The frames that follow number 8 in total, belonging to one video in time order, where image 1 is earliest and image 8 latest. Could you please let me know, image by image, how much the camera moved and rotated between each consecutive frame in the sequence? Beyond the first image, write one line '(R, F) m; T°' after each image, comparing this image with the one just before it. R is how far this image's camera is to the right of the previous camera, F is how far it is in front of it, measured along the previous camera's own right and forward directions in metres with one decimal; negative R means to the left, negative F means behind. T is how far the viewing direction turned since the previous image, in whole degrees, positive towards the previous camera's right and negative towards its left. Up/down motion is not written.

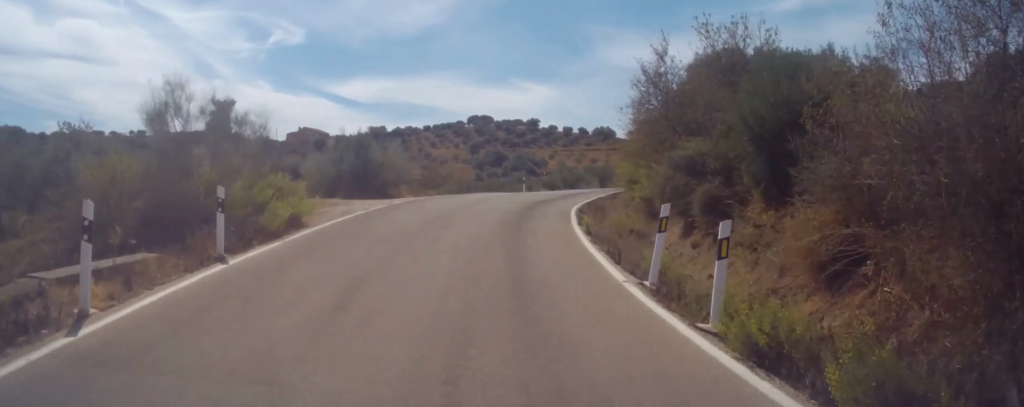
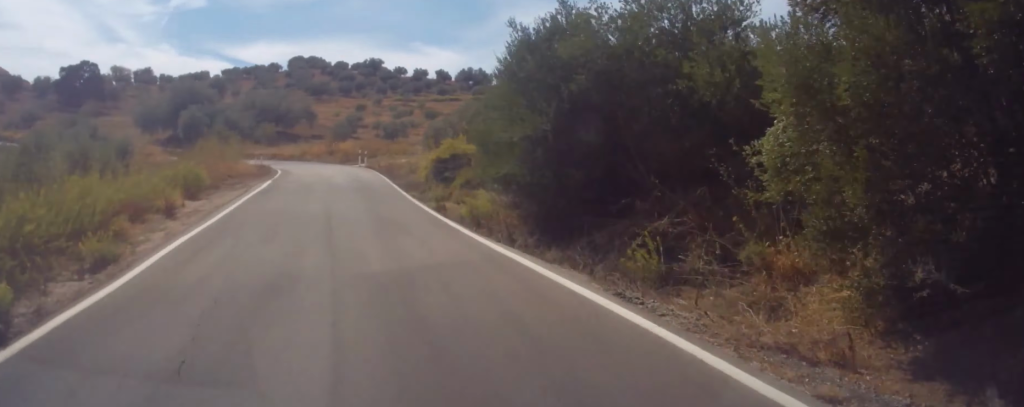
(+0.7, +85.5) m; -21°
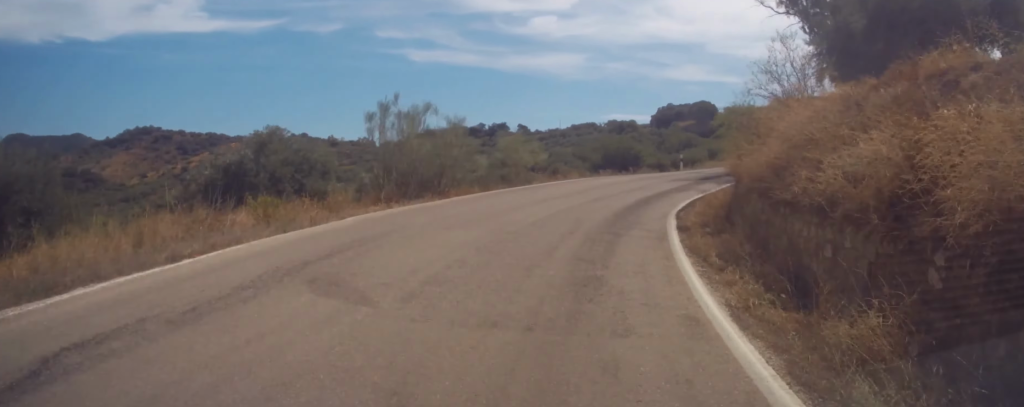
(-70.1, +117.0) m; -35°
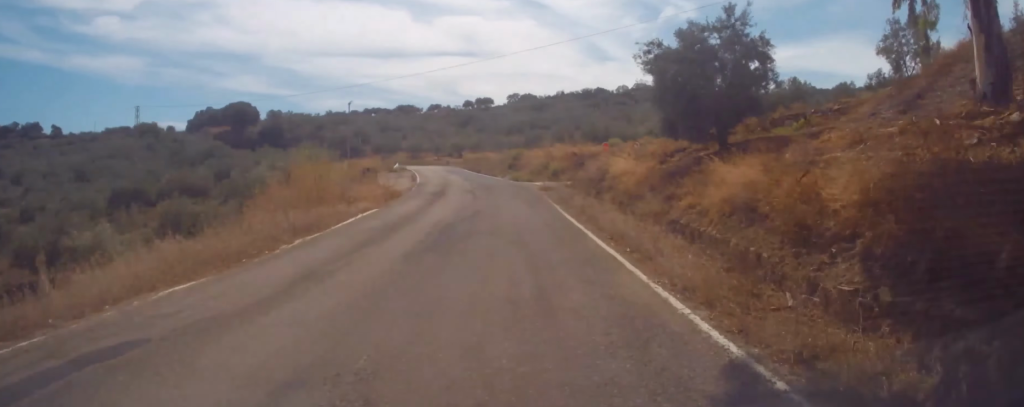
(+8.4, +41.1) m; -3°
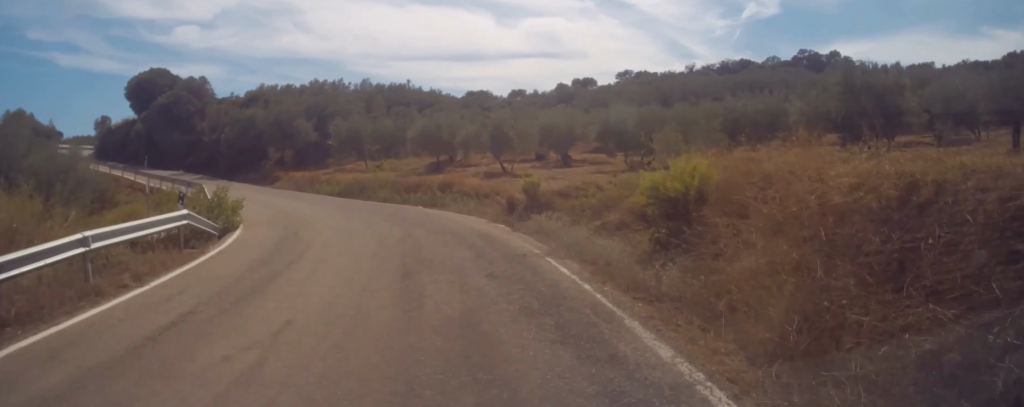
(+5.3, +59.7) m; -6°
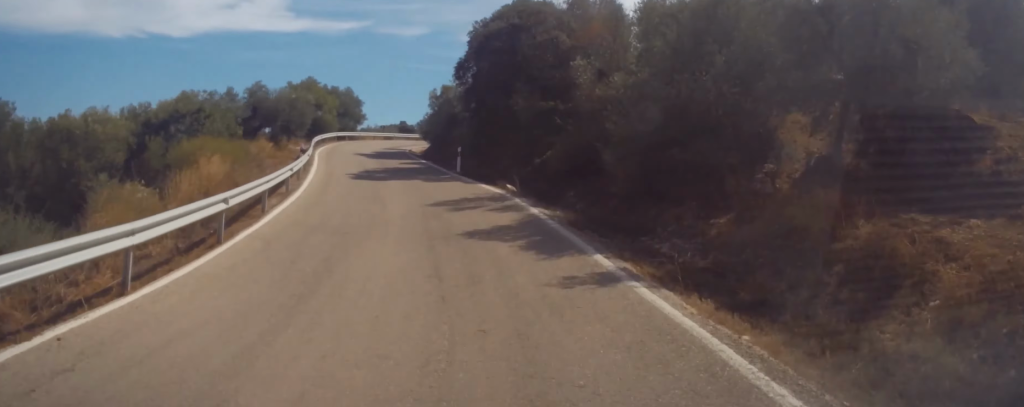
(-10.4, +35.6) m; -6°
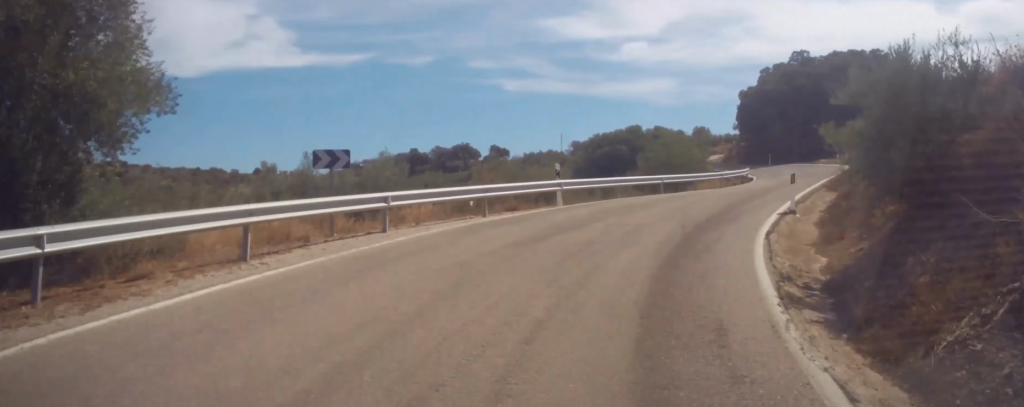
(-5.5, +54.4) m; +3°
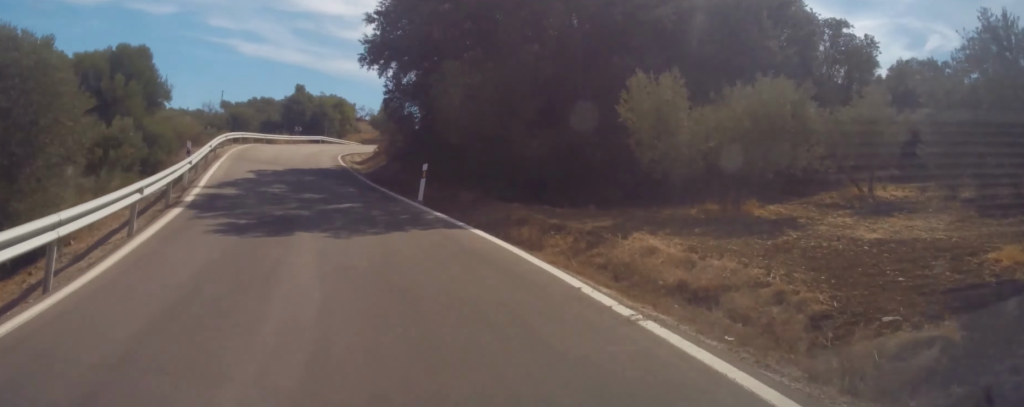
(-1.5, +50.7) m; +17°
